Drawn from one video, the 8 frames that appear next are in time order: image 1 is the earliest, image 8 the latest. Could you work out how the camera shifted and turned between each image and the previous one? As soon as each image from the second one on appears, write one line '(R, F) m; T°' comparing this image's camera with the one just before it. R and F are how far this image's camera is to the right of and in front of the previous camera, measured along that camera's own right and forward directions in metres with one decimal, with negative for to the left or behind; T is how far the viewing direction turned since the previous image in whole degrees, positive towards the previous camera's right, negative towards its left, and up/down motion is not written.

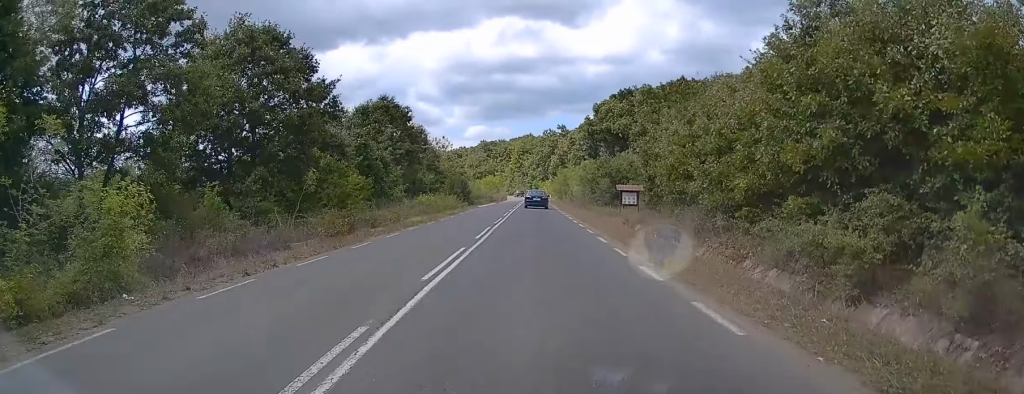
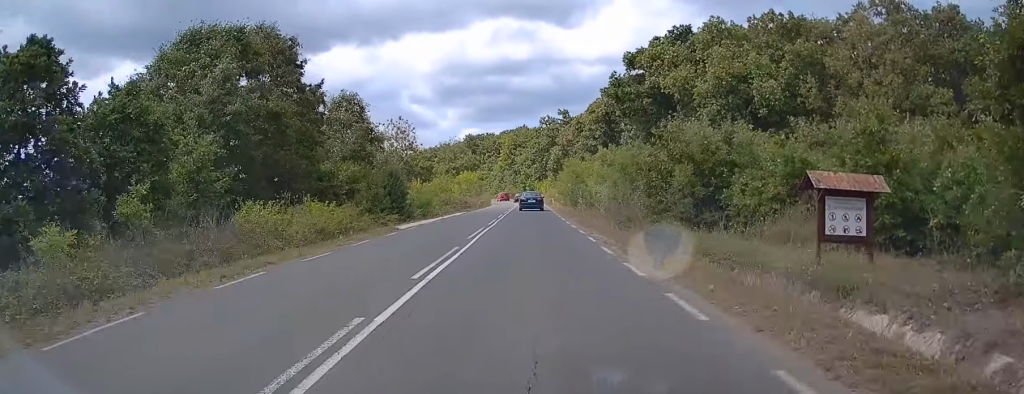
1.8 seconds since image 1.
(+0.3, +35.1) m; 0°
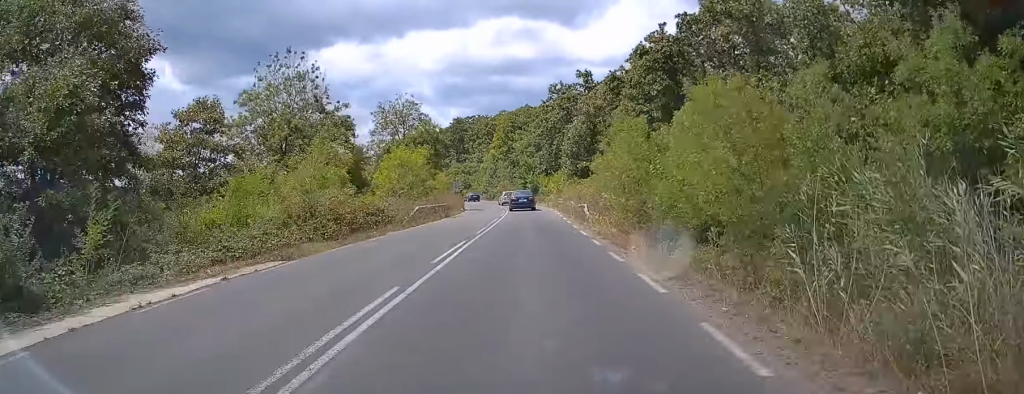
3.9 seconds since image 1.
(-0.2, +41.7) m; 0°
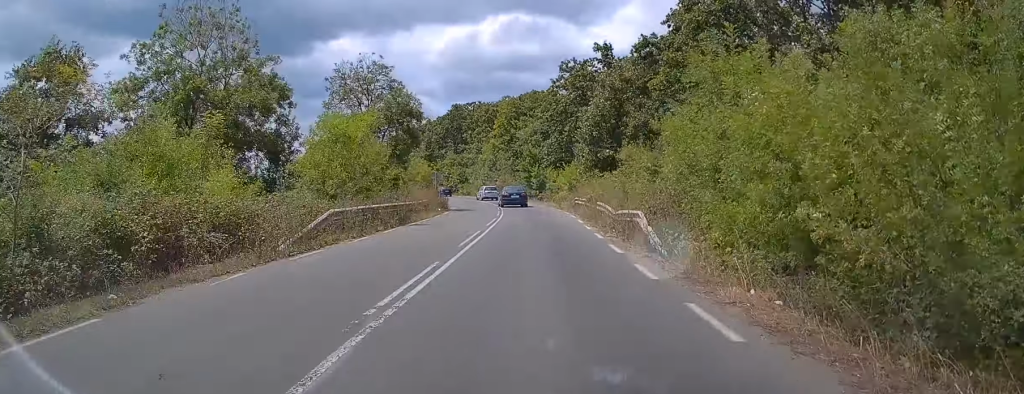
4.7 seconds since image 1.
(0.0, +14.9) m; 0°
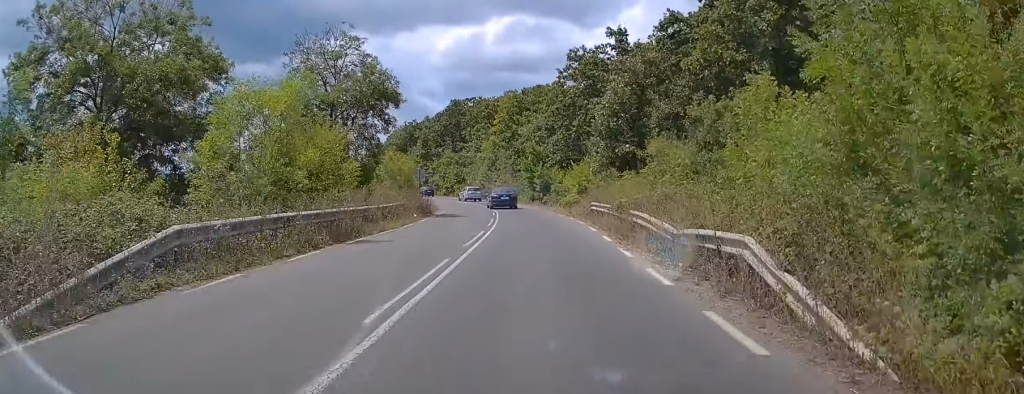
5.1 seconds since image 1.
(0.0, +8.5) m; 0°
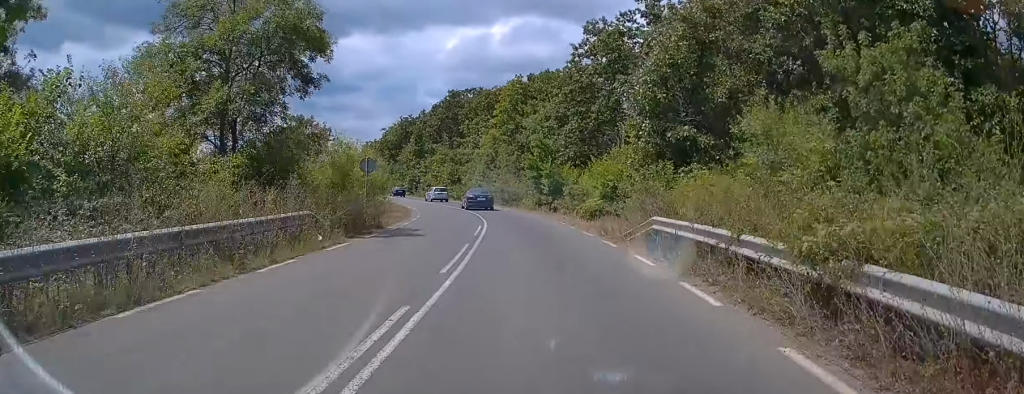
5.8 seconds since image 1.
(0.0, +13.6) m; -1°
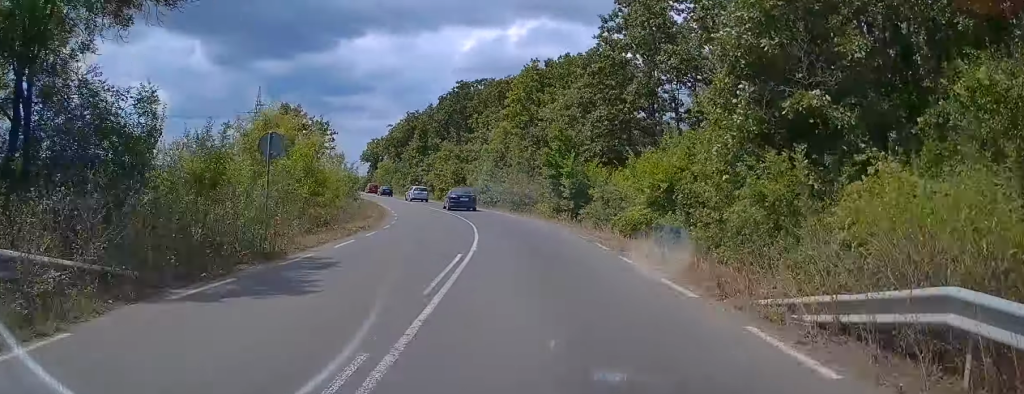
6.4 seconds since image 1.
(-0.1, +11.0) m; -2°
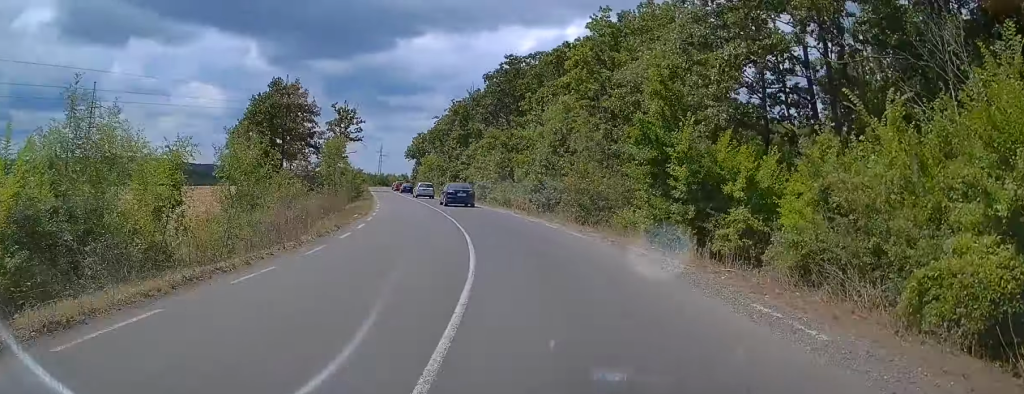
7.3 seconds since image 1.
(-0.5, +18.7) m; -4°
